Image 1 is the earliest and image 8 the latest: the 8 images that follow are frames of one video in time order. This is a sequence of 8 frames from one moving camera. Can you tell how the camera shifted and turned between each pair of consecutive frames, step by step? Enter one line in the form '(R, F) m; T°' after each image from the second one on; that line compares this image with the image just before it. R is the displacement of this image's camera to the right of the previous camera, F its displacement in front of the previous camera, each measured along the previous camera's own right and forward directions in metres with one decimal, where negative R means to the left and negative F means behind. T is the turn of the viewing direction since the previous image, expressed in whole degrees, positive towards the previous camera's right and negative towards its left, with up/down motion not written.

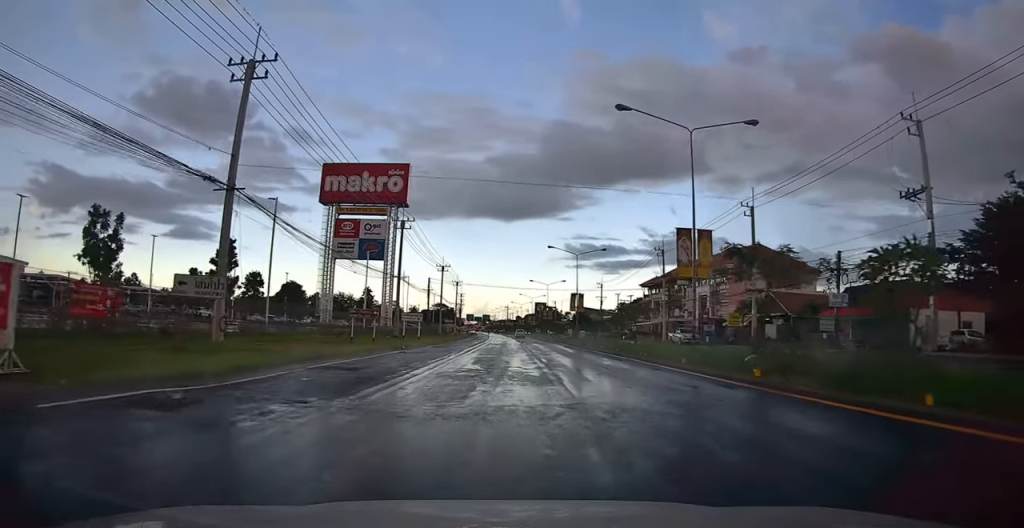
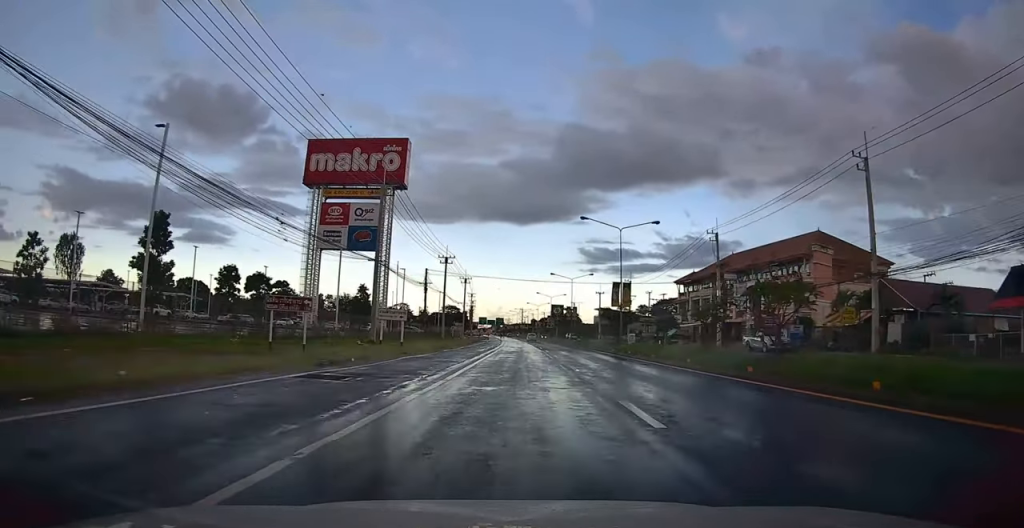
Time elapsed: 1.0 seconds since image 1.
(-0.9, +15.6) m; -3°
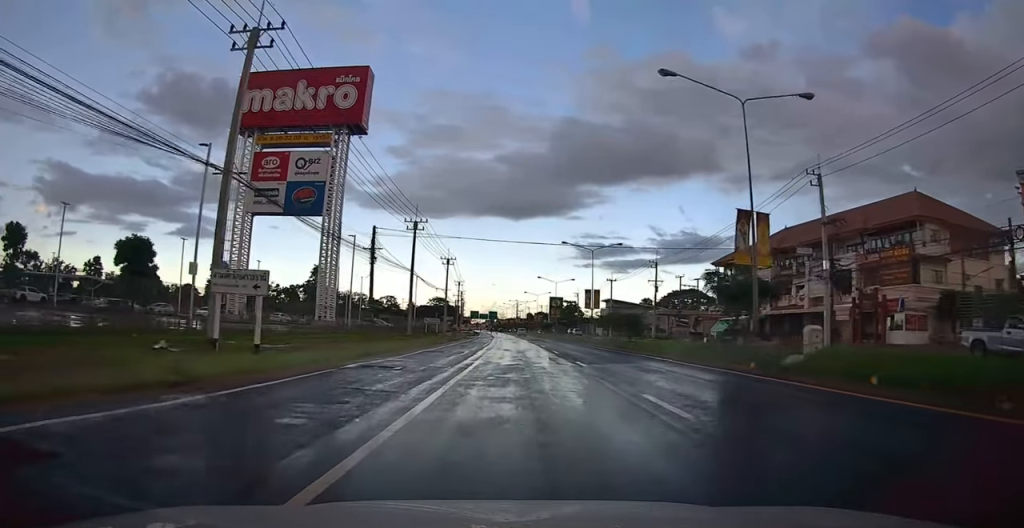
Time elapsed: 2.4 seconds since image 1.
(0.0, +23.5) m; 0°
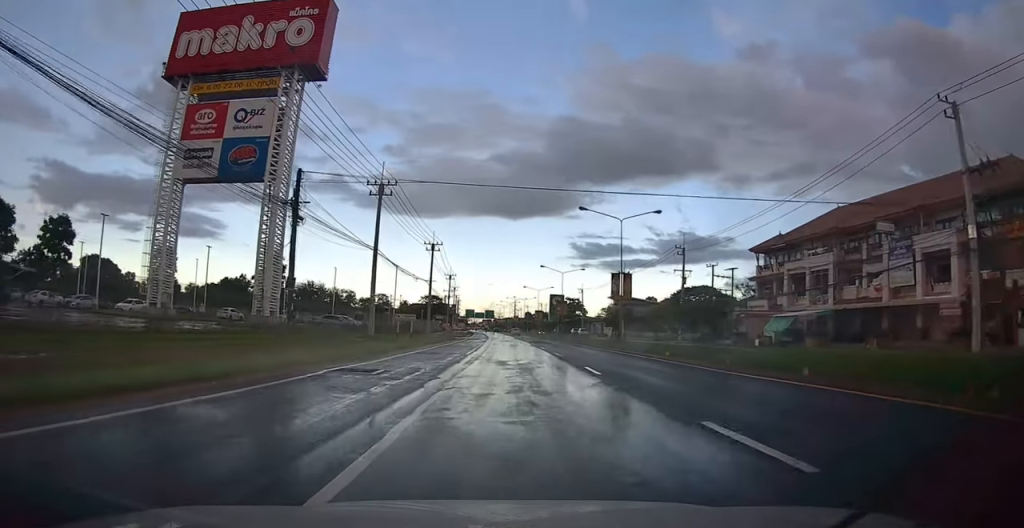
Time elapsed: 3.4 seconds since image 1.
(0.0, +15.2) m; 0°
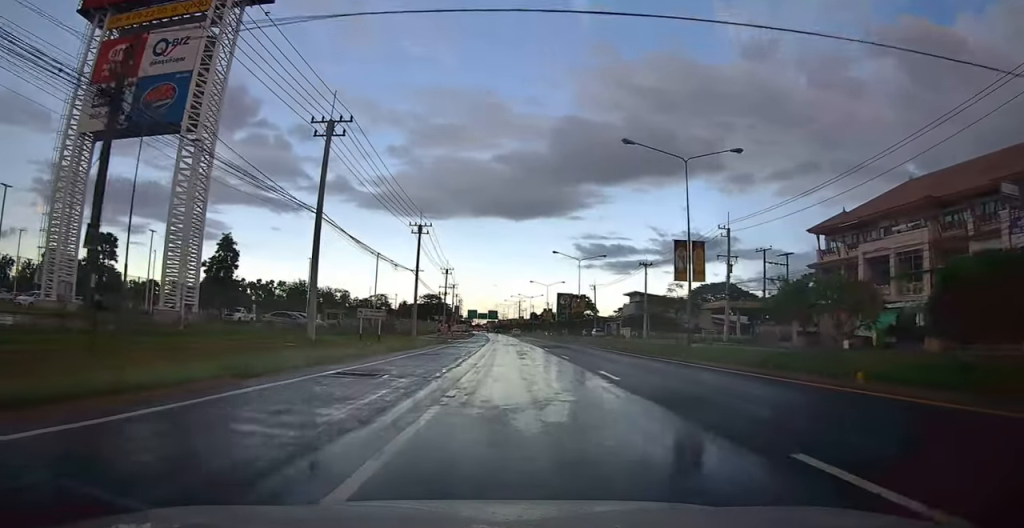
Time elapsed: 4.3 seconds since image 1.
(0.0, +14.1) m; +1°
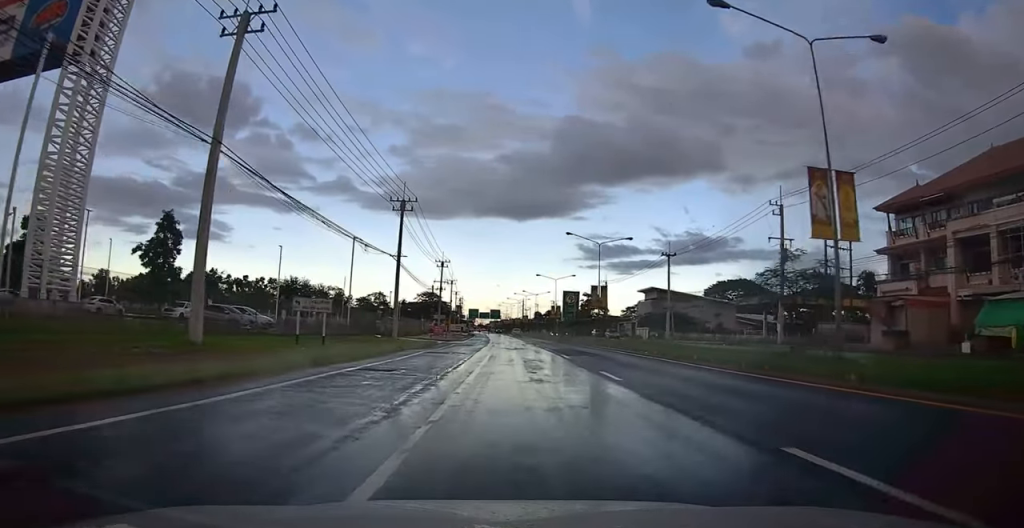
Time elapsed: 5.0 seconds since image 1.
(-0.2, +11.5) m; +2°
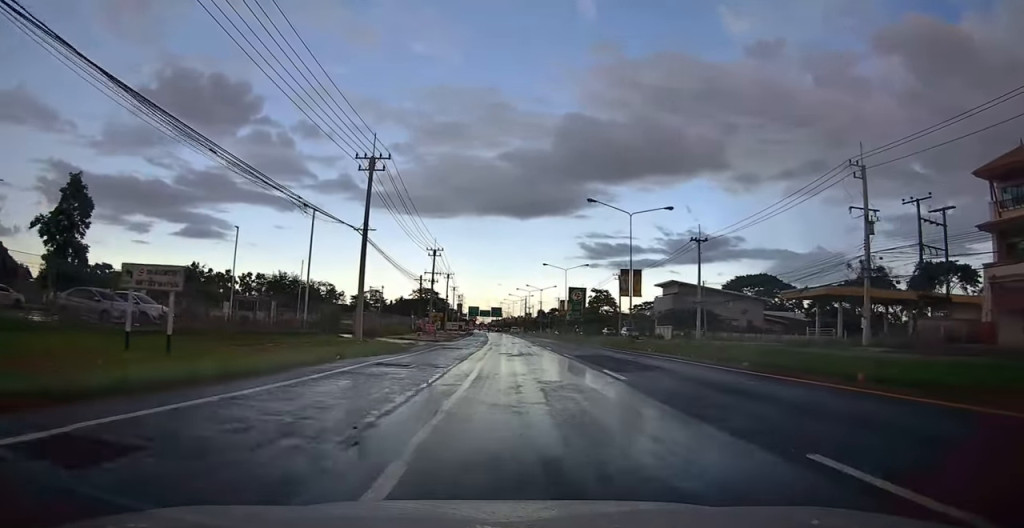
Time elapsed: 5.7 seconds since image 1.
(+0.6, +12.2) m; 0°
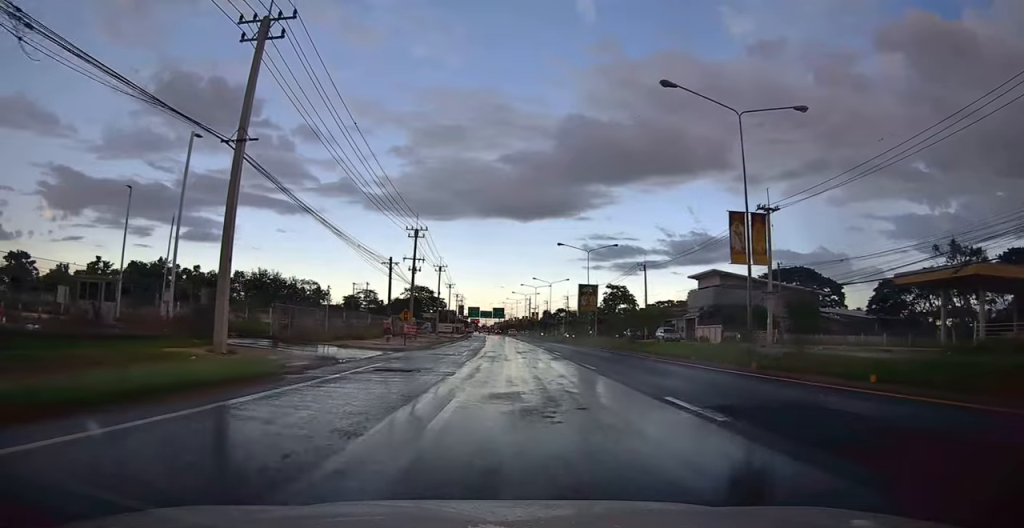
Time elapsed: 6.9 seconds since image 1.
(-0.6, +18.4) m; -3°
